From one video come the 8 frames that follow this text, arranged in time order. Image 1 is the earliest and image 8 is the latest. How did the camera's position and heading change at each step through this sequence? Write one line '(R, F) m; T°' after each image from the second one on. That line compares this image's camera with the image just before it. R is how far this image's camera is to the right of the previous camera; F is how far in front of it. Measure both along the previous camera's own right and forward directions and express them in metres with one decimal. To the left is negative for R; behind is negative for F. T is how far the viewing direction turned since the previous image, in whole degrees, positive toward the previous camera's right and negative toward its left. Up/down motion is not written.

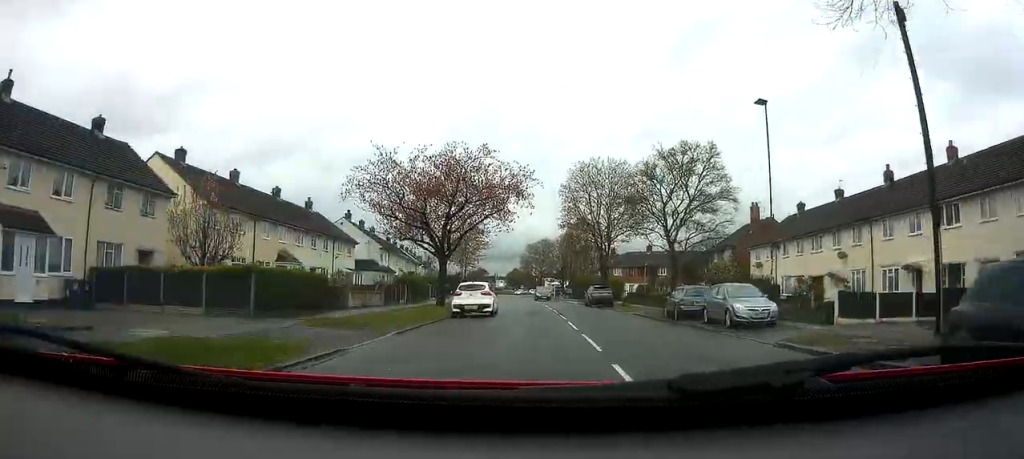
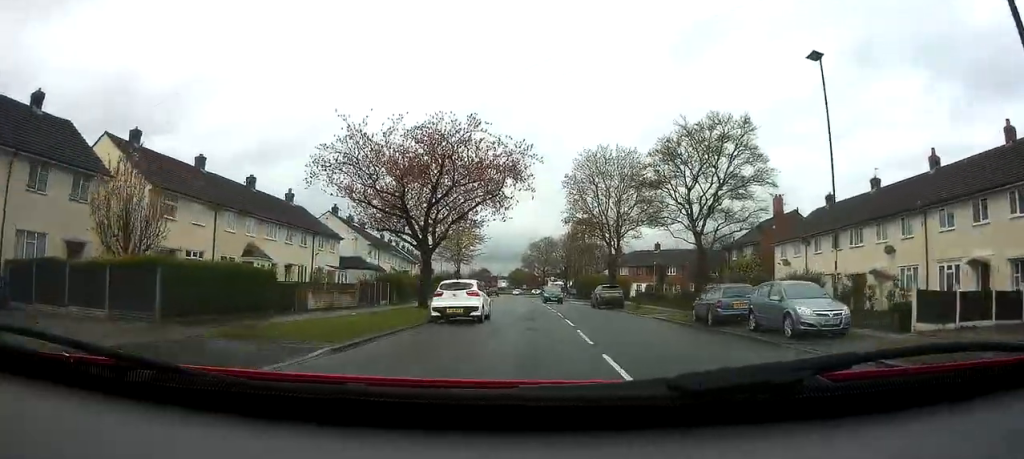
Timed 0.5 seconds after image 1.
(0.0, +4.8) m; +1°
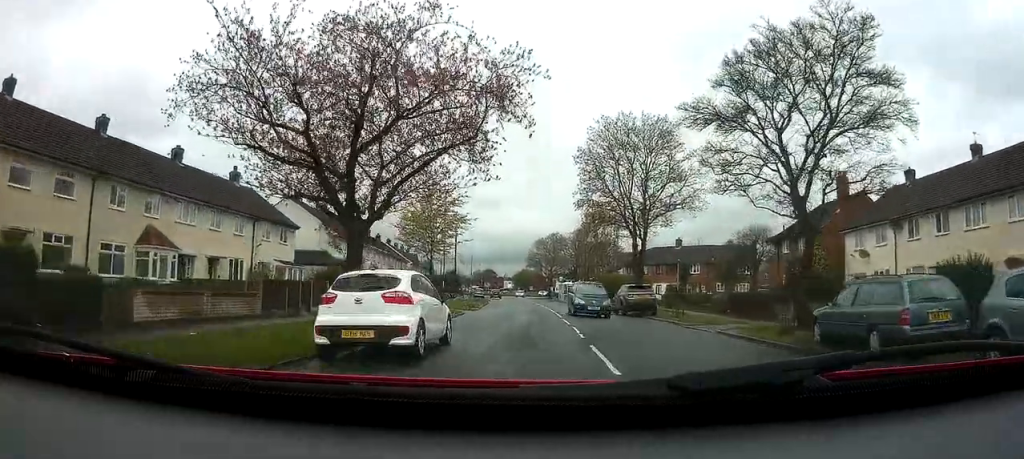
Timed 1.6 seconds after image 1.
(+0.2, +10.1) m; -1°
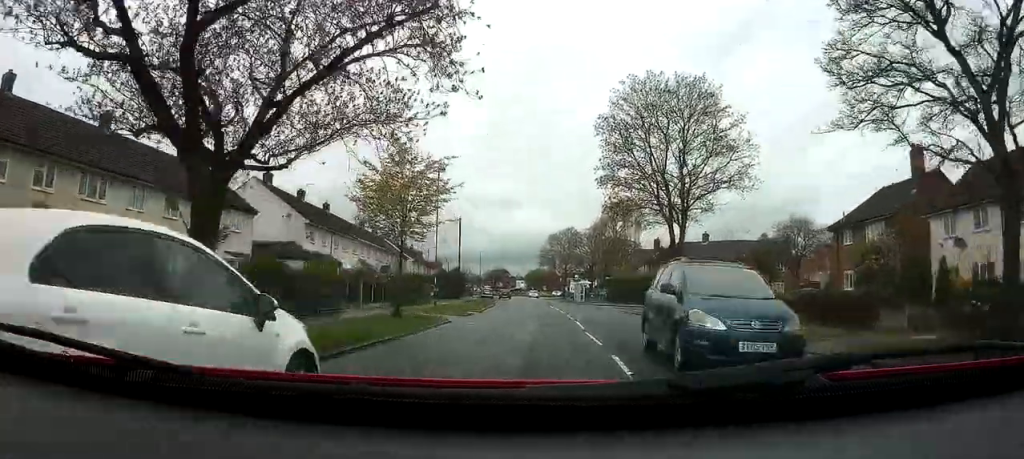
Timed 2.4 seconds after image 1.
(-0.3, +7.7) m; -2°
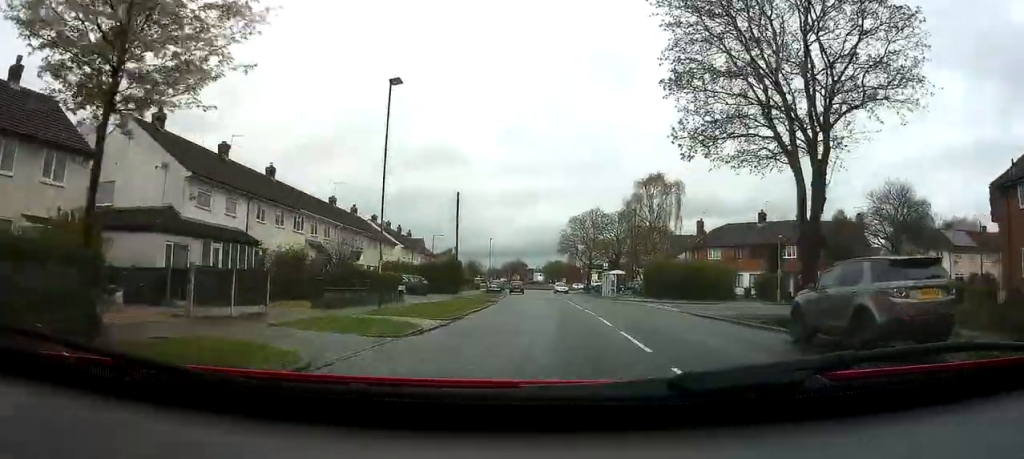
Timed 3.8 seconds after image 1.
(-0.1, +14.6) m; -1°
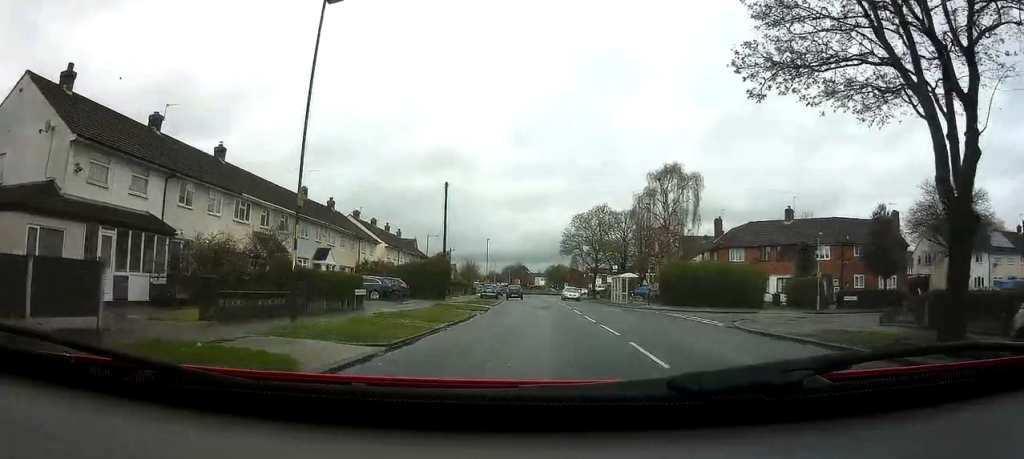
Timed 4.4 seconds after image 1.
(-0.2, +7.0) m; -1°
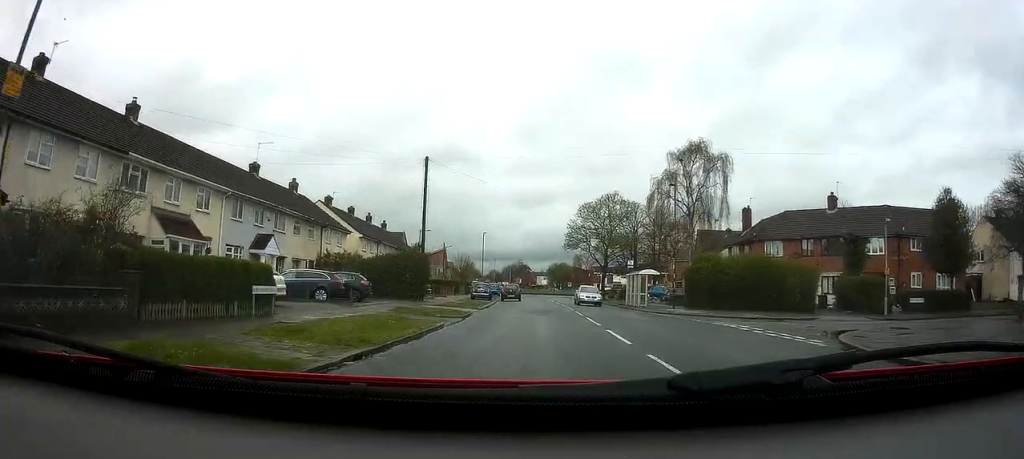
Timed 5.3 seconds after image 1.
(-0.2, +8.7) m; -1°
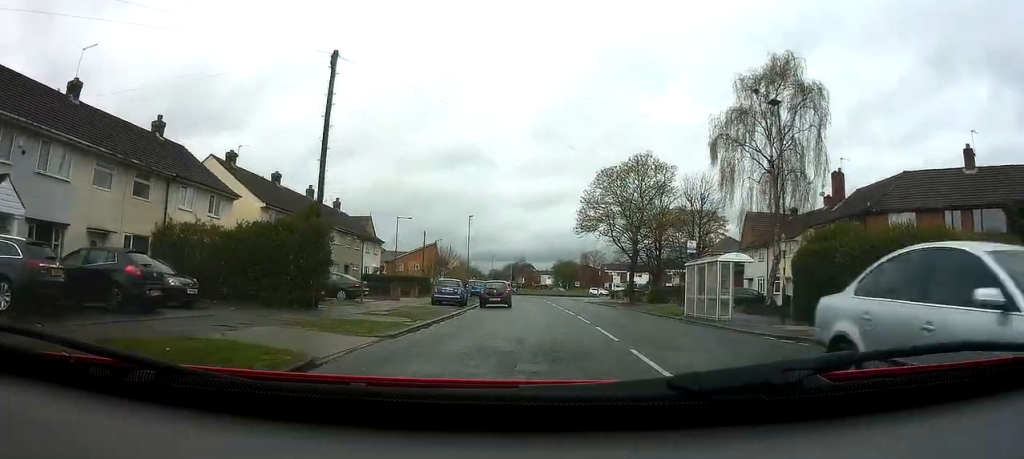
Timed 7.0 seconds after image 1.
(0.0, +18.1) m; 0°
